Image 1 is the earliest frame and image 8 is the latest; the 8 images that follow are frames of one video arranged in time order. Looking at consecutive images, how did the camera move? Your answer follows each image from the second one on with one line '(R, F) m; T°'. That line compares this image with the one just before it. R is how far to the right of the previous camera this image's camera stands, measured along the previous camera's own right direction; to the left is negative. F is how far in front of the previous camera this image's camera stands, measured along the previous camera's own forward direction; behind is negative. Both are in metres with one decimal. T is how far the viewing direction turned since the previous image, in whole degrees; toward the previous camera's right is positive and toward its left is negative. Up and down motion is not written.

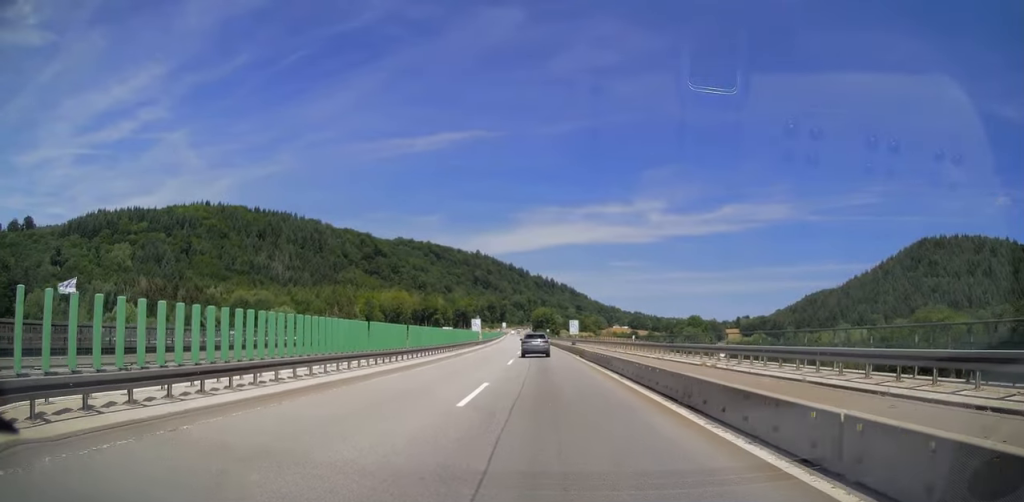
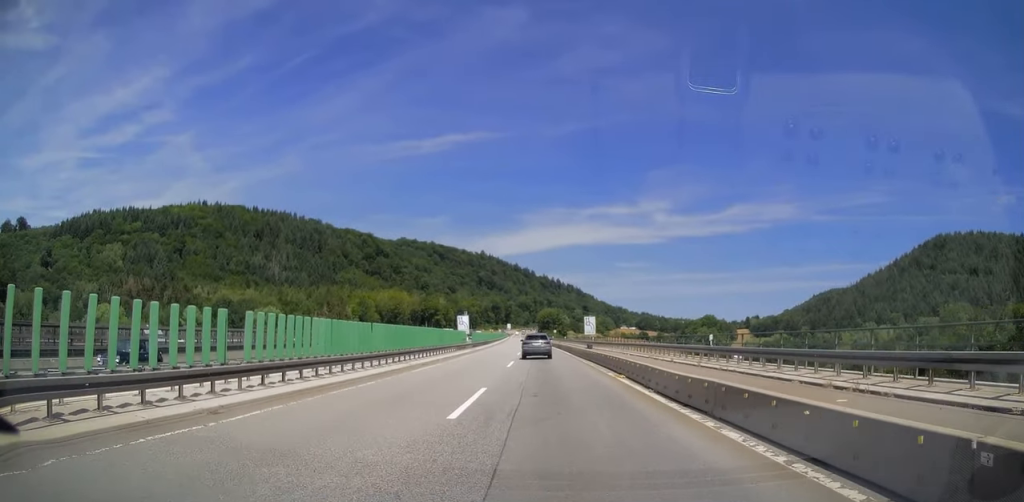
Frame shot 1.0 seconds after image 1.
(-0.1, +19.5) m; -1°
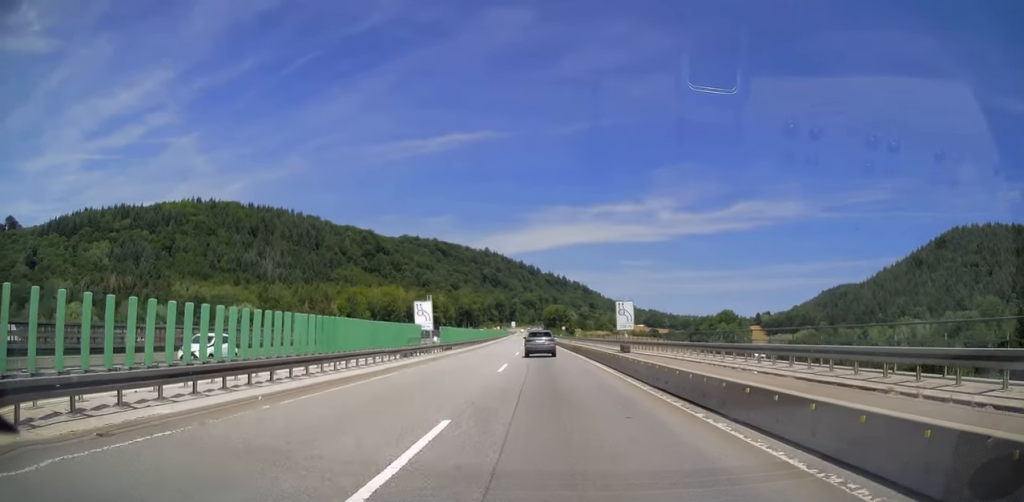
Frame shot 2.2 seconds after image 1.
(-0.3, +24.6) m; -1°
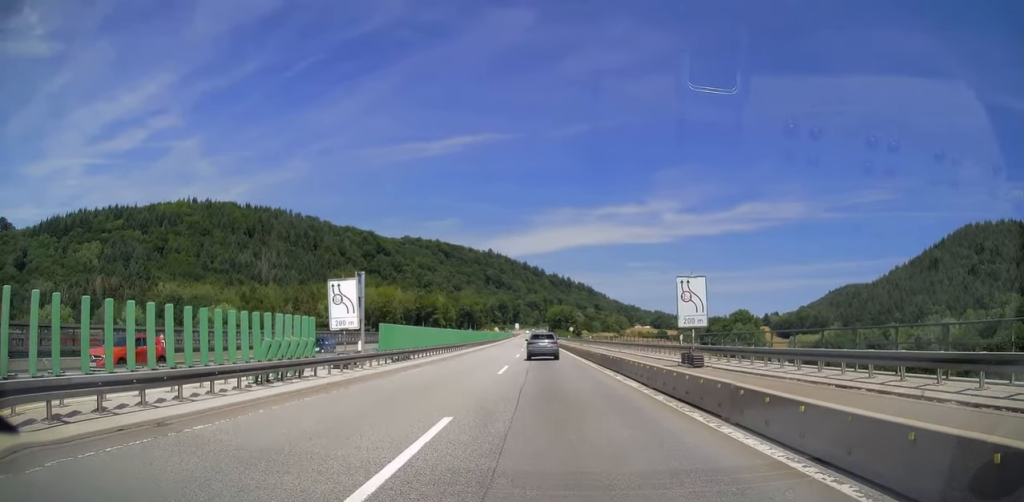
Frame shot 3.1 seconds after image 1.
(-0.1, +17.9) m; -1°
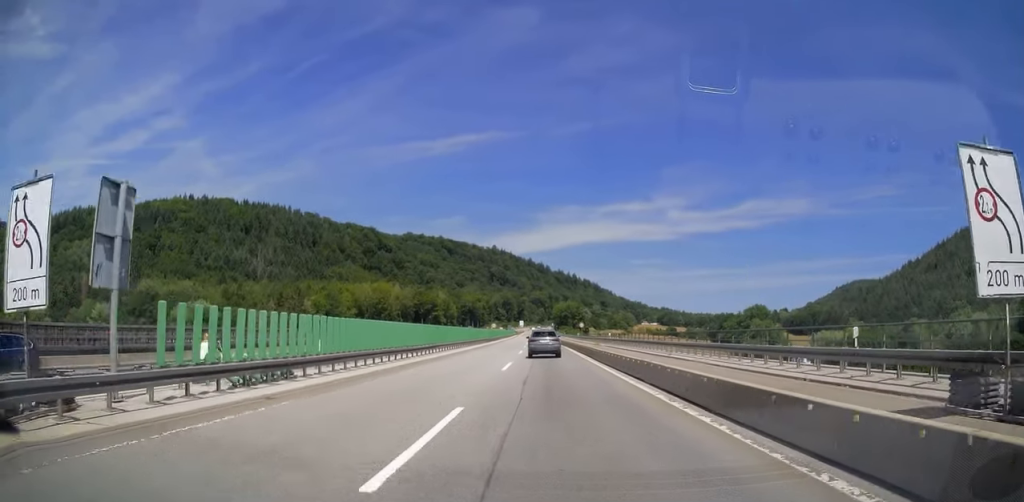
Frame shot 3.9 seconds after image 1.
(-0.1, +17.2) m; 0°
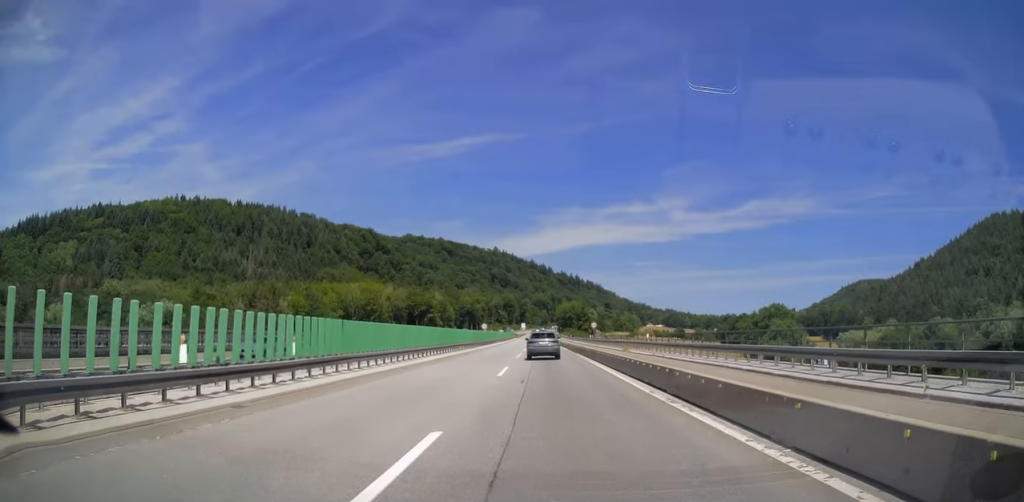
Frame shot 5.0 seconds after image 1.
(-0.1, +21.2) m; 0°
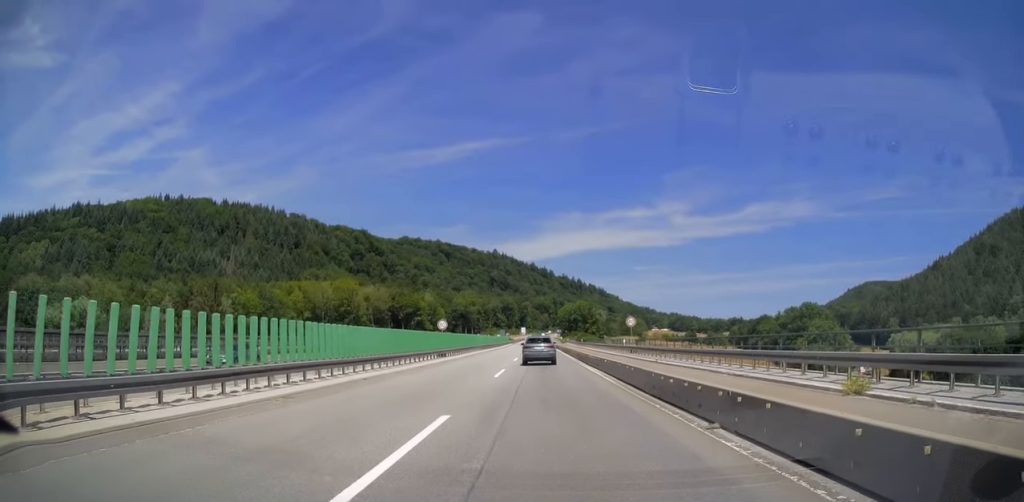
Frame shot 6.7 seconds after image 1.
(-0.1, +34.5) m; 0°
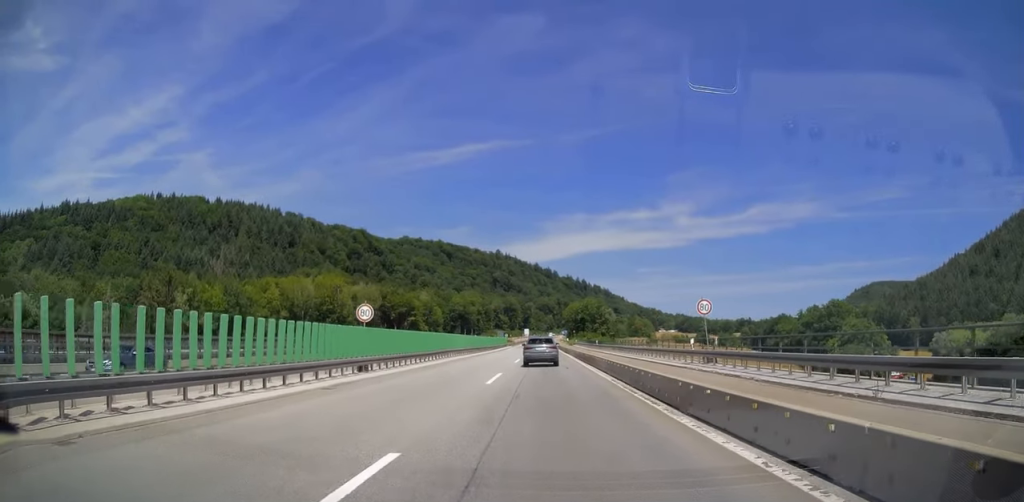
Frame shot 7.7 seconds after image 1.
(0.0, +21.1) m; 0°
